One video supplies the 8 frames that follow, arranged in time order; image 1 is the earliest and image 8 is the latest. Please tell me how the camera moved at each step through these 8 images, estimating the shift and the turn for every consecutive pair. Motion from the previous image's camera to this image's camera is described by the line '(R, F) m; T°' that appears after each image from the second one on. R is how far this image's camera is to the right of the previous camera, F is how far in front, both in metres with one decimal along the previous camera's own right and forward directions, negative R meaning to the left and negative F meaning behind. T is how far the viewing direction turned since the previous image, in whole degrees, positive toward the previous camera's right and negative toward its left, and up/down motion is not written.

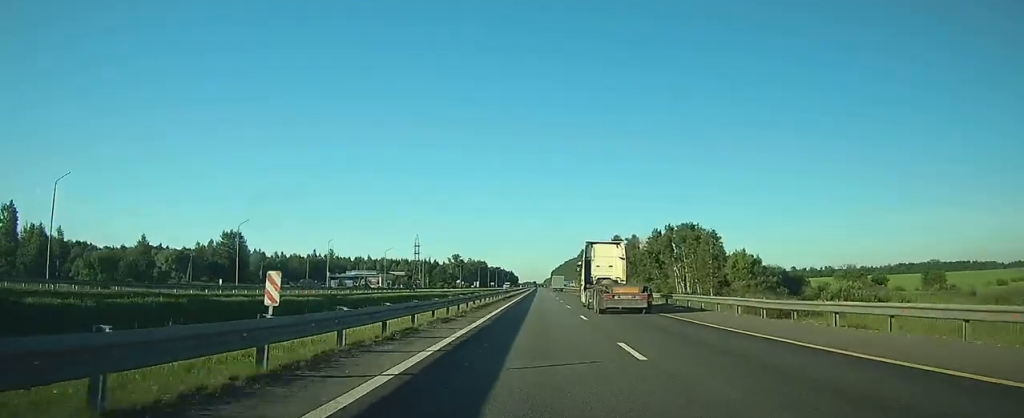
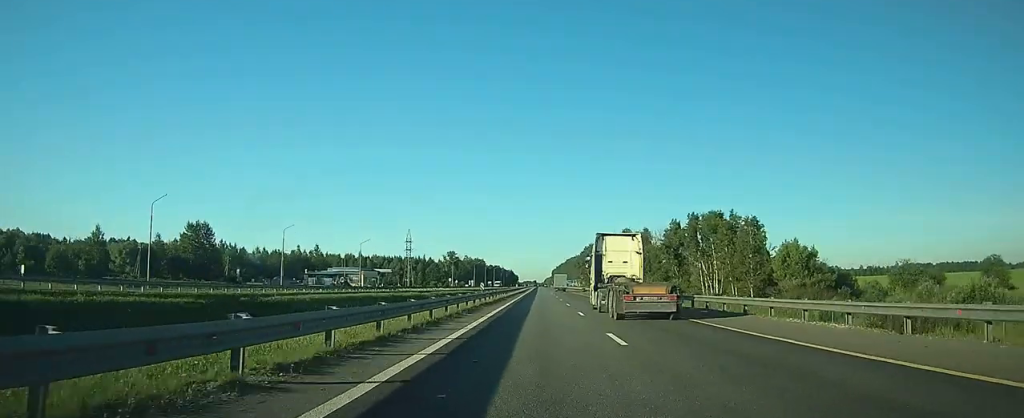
(0.0, +21.7) m; 0°
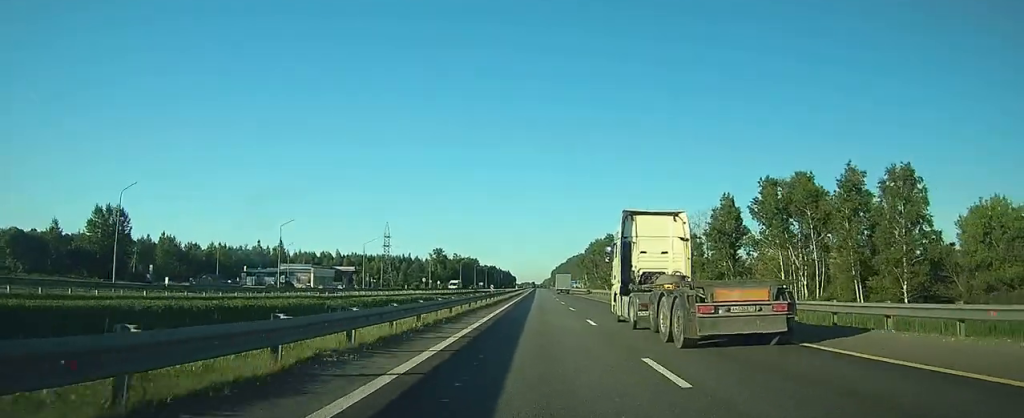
(-0.1, +41.2) m; 0°
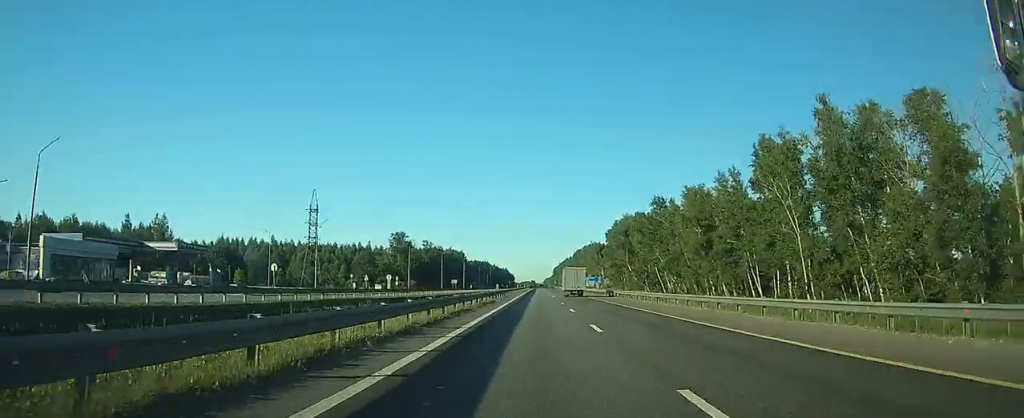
(-0.1, +87.8) m; 0°
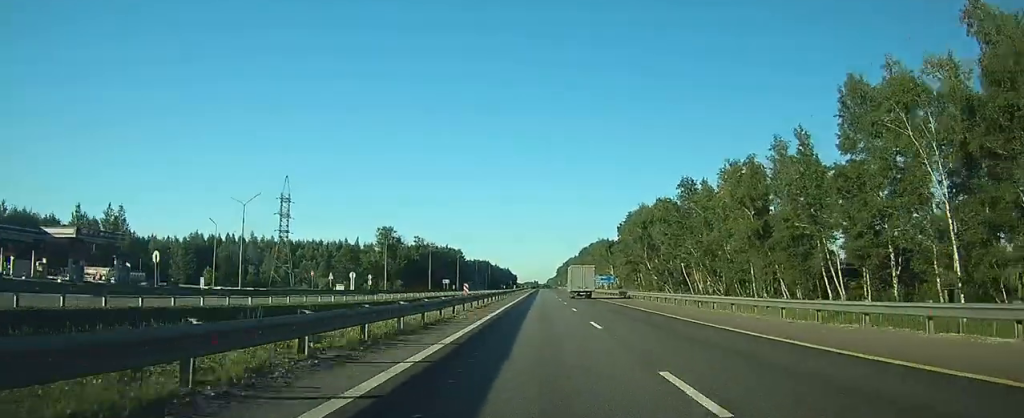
(0.0, +22.6) m; 0°
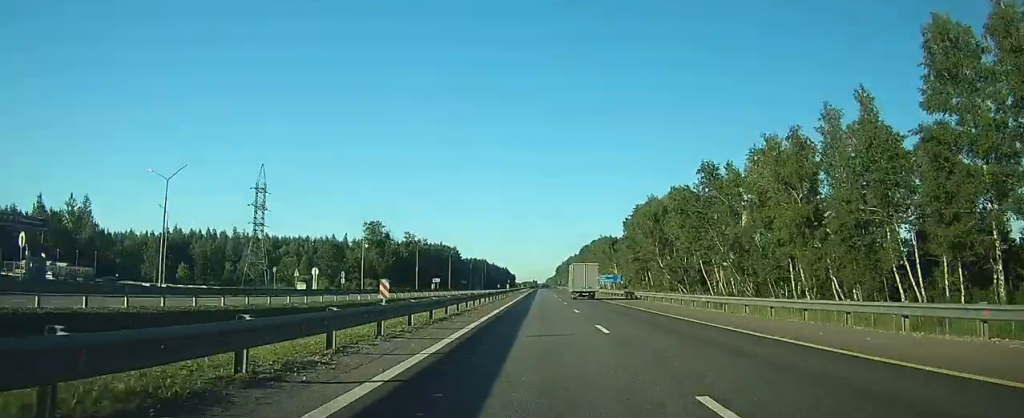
(0.0, +14.0) m; 0°
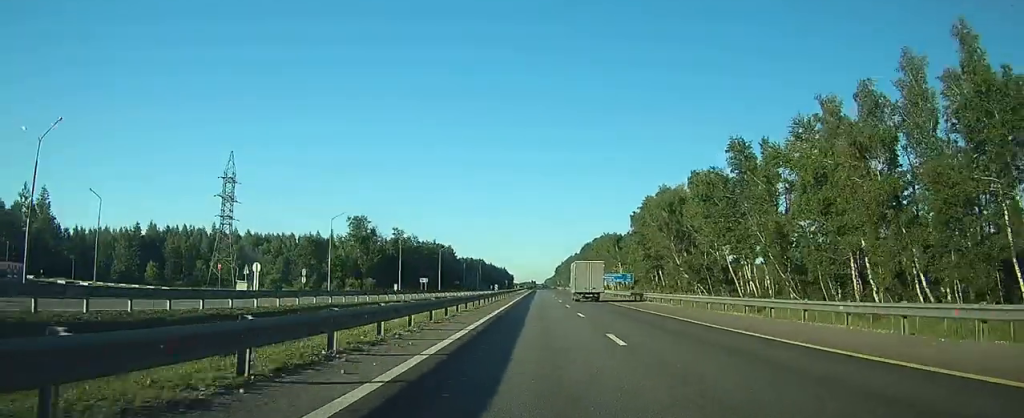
(0.0, +15.0) m; 0°
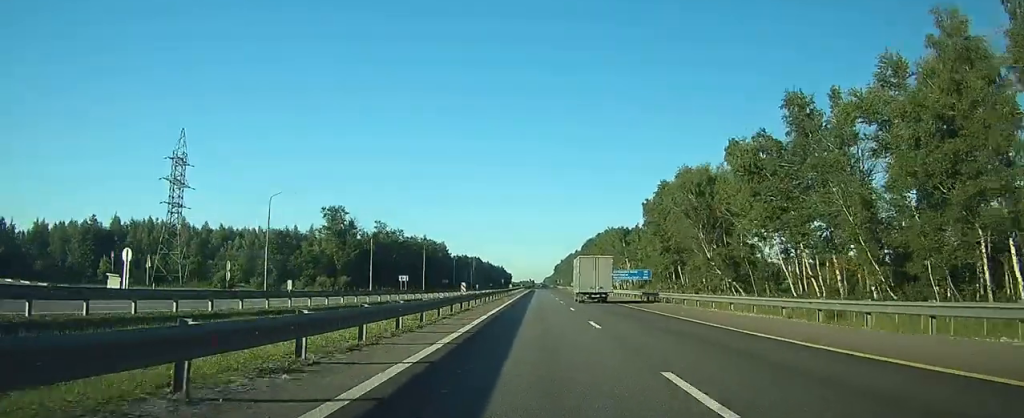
(-0.1, +19.2) m; 0°
